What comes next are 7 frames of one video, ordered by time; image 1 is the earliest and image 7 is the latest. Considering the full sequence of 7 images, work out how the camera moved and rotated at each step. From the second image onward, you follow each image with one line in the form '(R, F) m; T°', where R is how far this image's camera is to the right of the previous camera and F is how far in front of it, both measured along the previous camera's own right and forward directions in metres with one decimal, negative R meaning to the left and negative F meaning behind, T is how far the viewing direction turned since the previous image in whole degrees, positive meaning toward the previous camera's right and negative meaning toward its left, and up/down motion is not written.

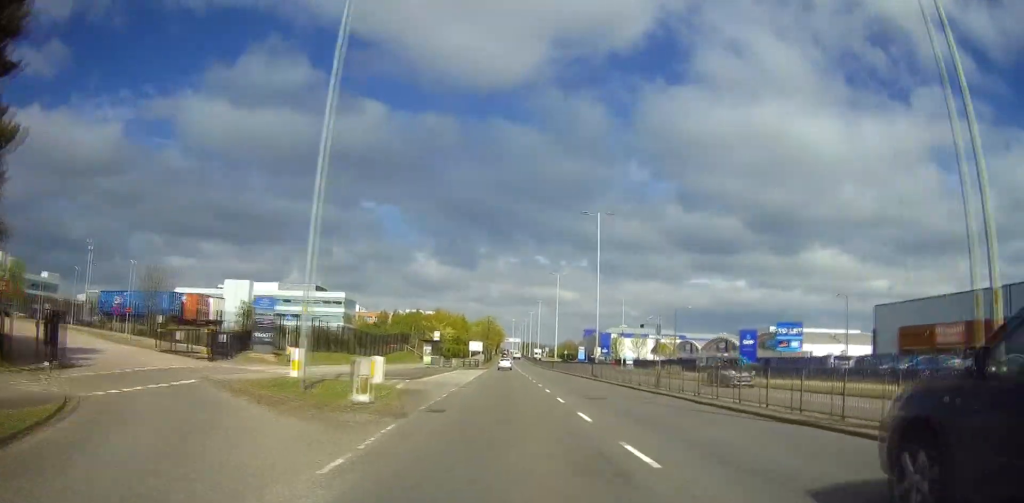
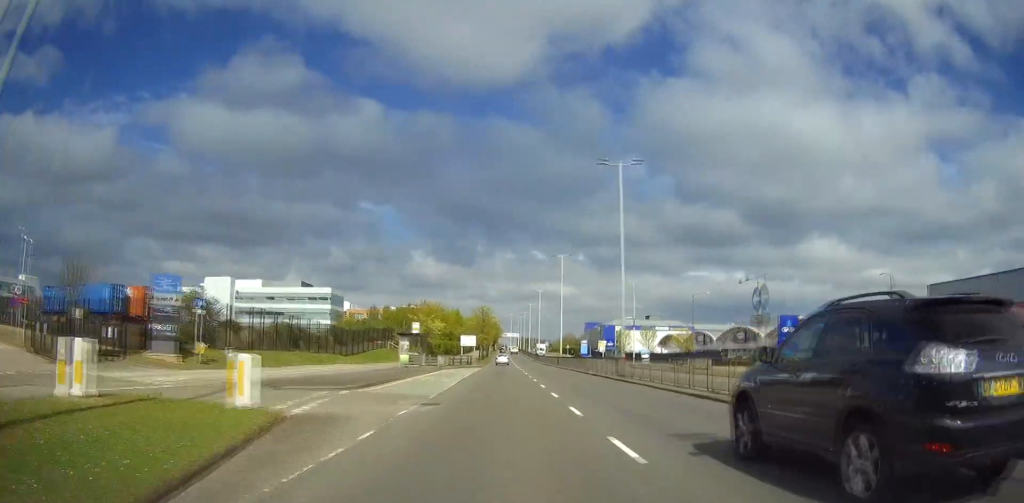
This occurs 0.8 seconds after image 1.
(-0.8, +12.2) m; -5°
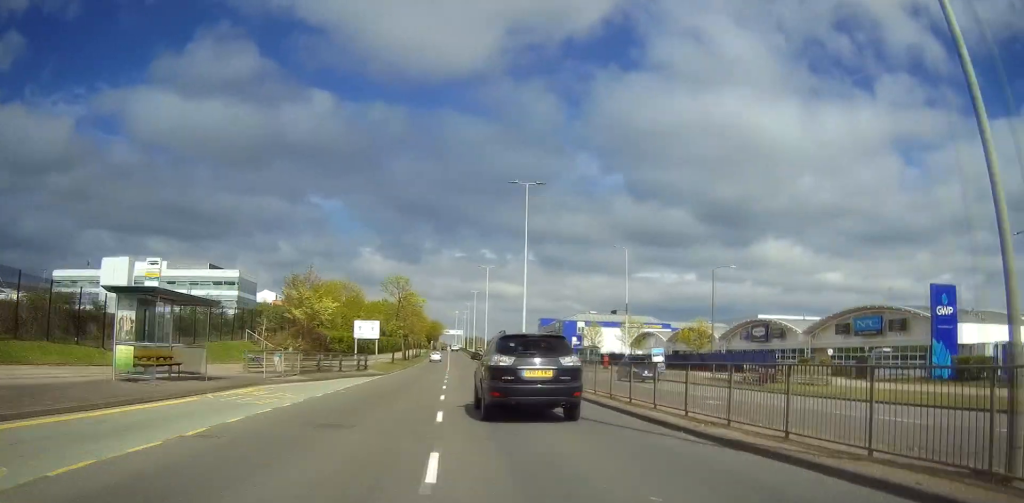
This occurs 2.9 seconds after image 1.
(-0.1, +32.4) m; +3°
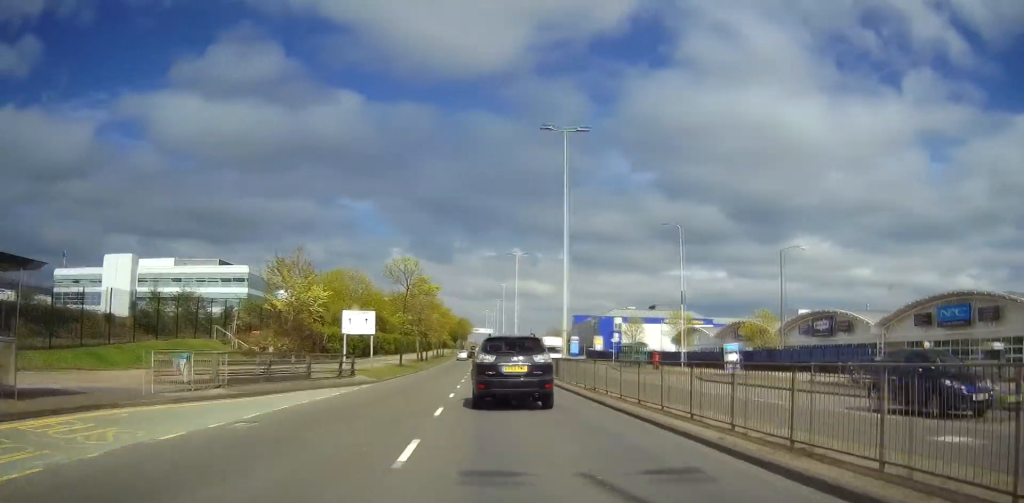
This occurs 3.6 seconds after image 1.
(+0.2, +10.8) m; 0°
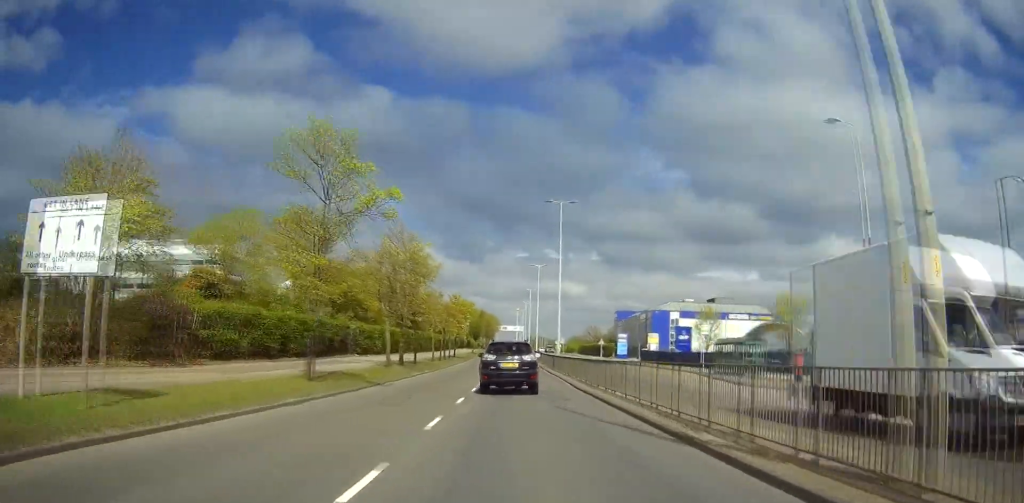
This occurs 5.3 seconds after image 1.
(-0.6, +26.3) m; -1°
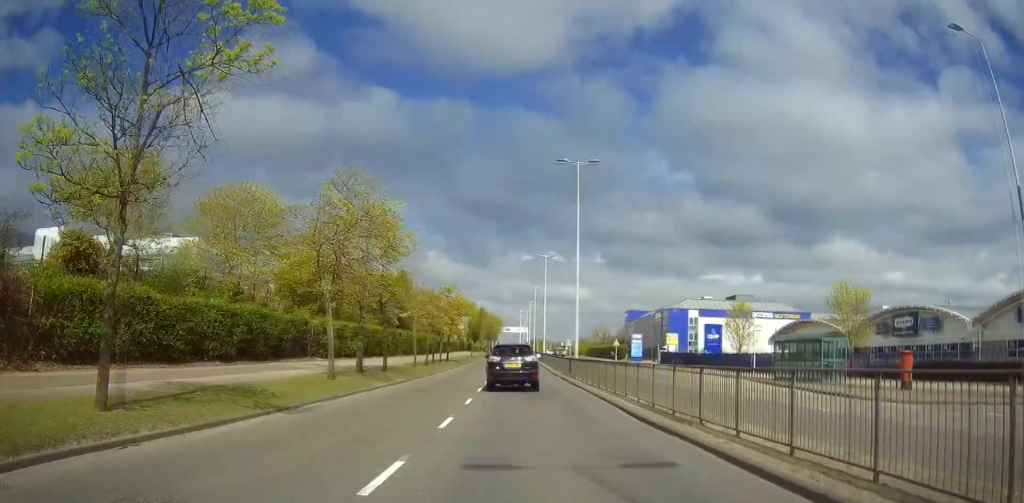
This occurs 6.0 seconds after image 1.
(0.0, +11.1) m; 0°
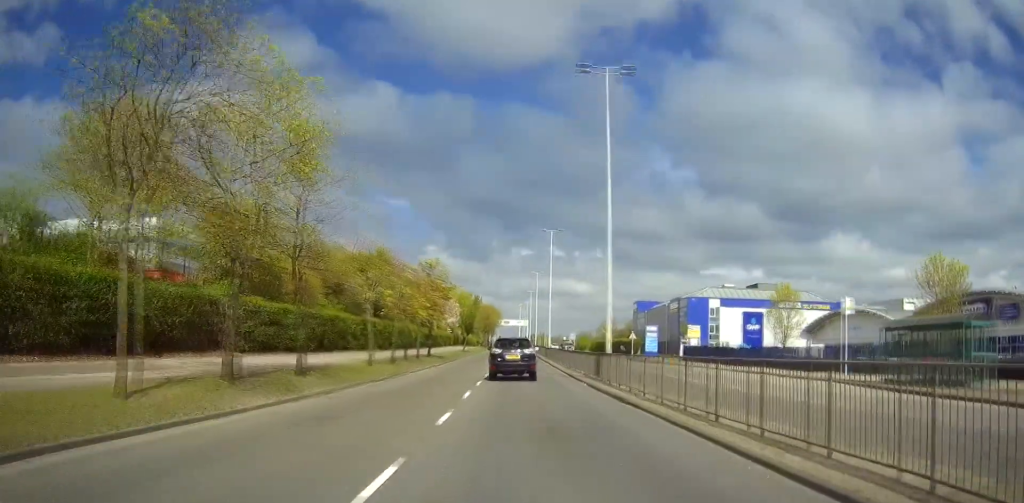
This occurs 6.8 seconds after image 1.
(0.0, +12.5) m; 0°
